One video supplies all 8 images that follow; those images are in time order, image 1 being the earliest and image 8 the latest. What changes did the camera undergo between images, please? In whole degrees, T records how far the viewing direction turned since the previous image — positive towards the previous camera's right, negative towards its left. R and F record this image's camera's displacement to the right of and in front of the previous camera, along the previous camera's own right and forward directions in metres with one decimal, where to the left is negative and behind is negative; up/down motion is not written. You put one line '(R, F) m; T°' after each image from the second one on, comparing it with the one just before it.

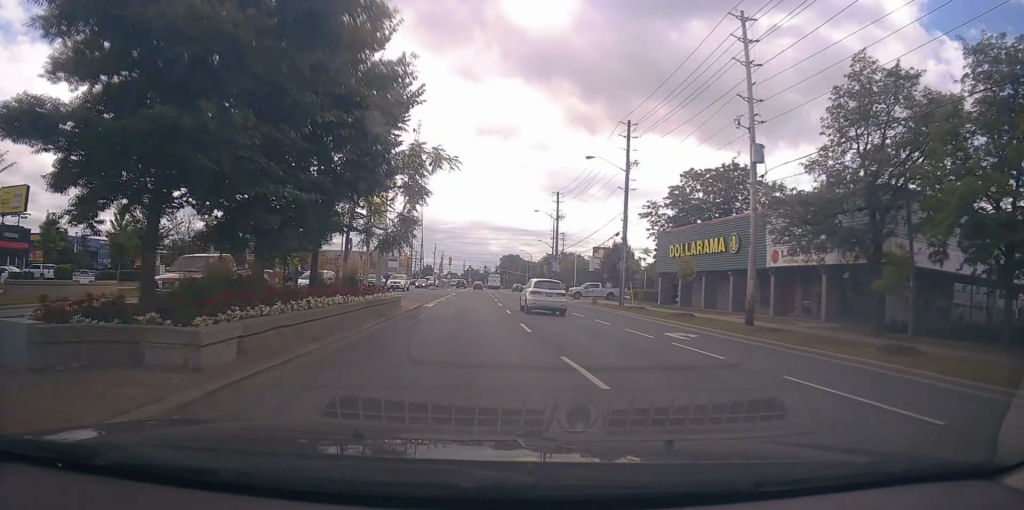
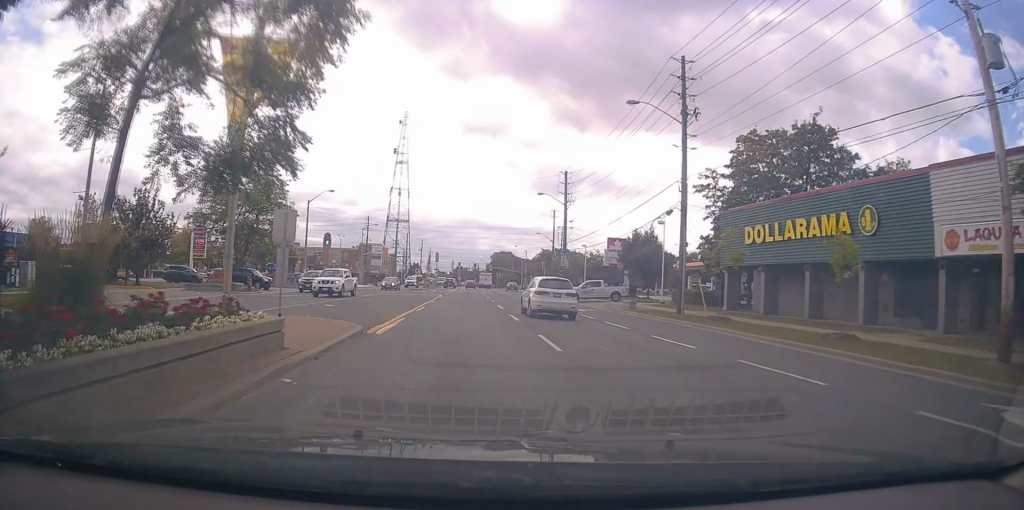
(0.0, +13.7) m; +2°
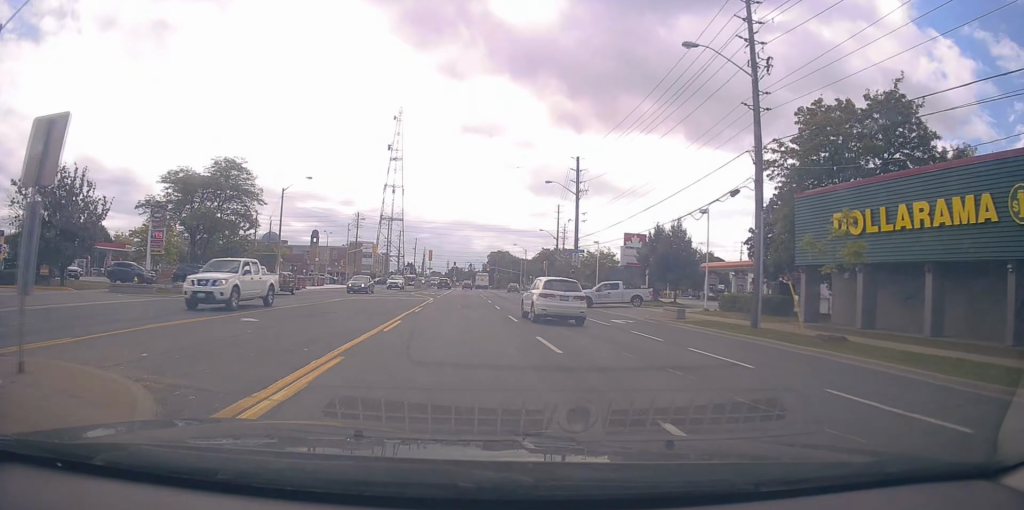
(+0.2, +8.7) m; 0°
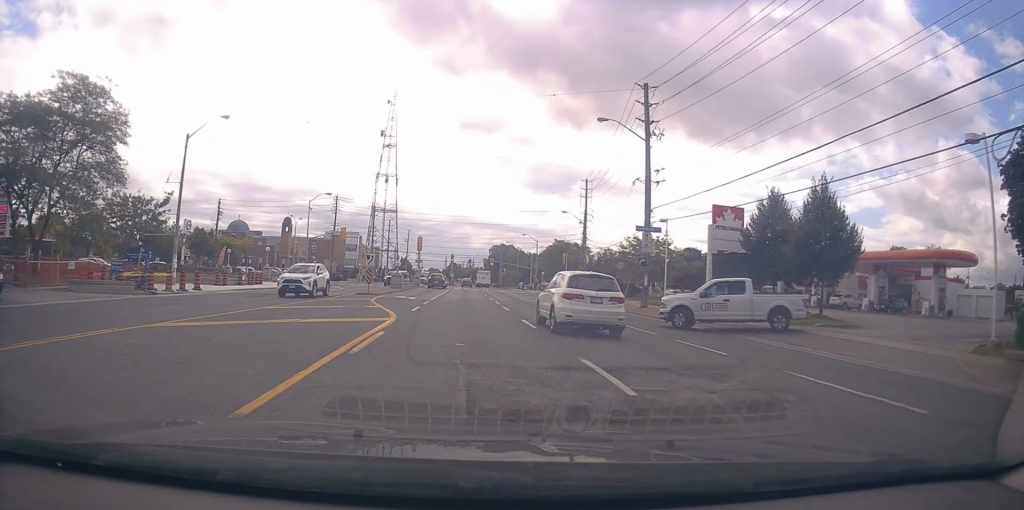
(-0.2, +22.6) m; +1°
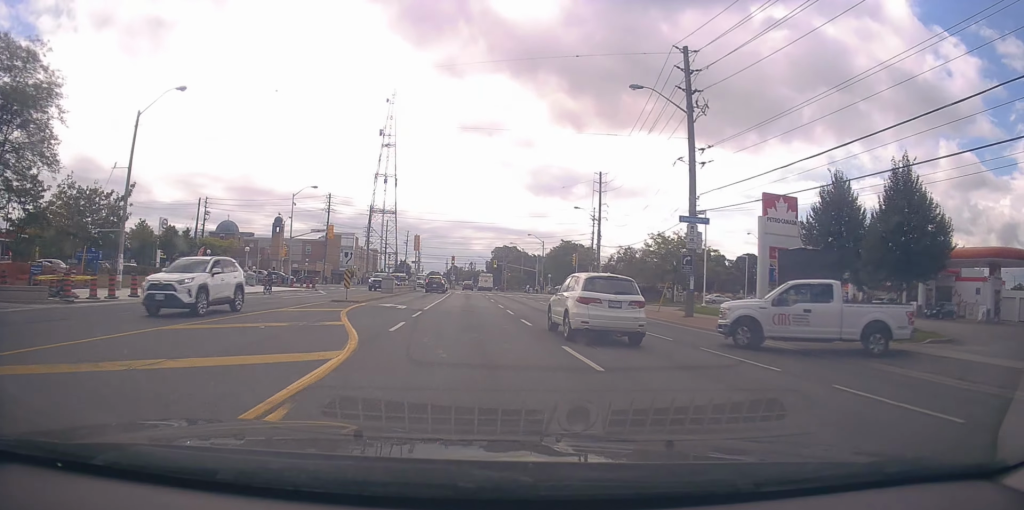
(+0.2, +7.0) m; +1°
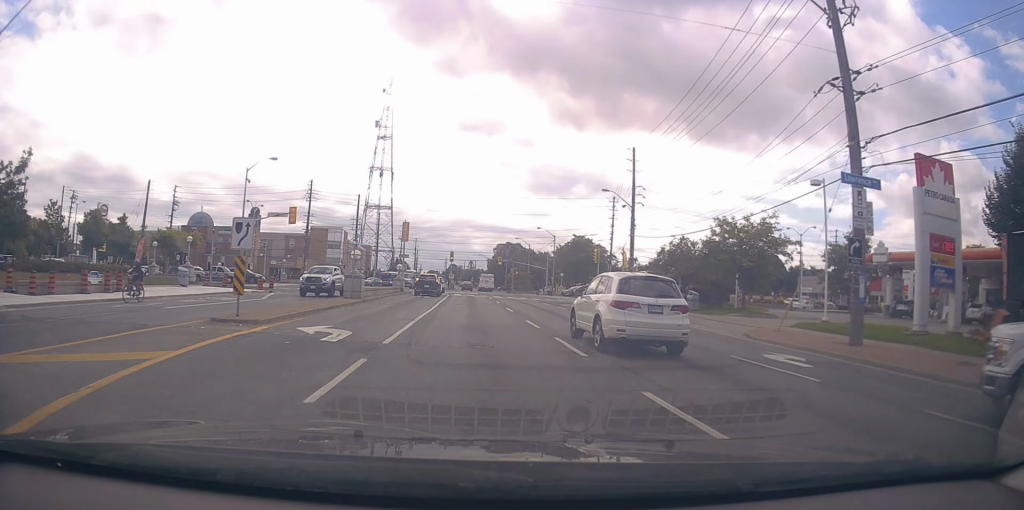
(+0.4, +13.5) m; +1°
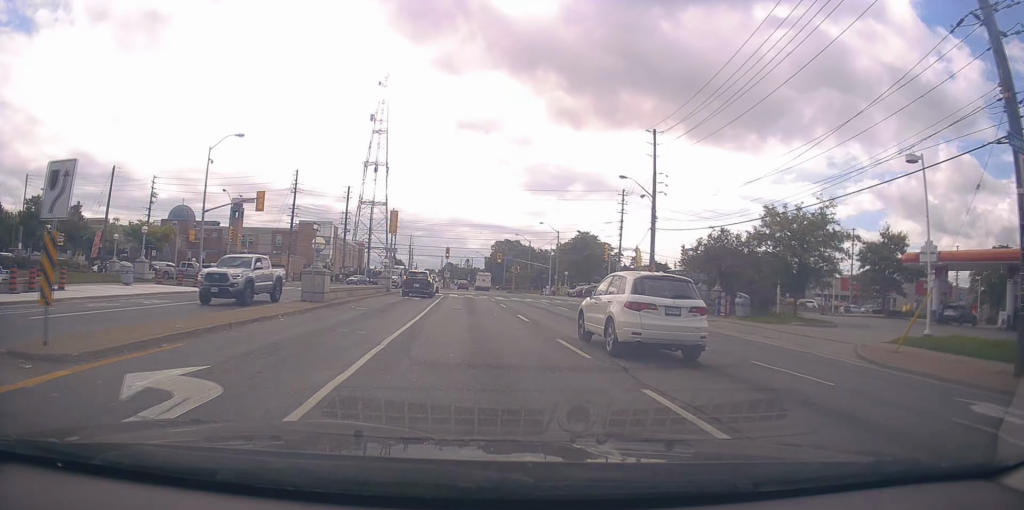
(-0.1, +7.0) m; -1°
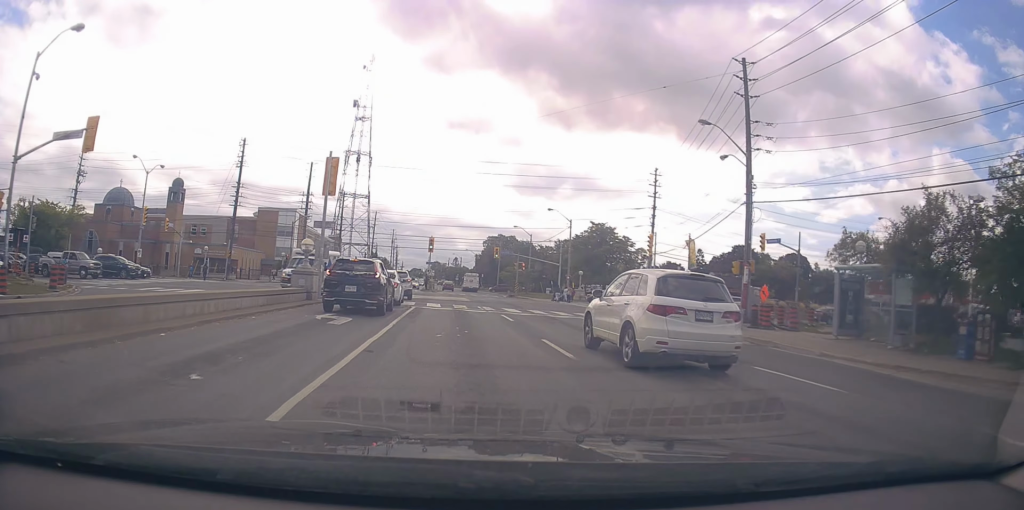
(-0.3, +18.6) m; +1°
